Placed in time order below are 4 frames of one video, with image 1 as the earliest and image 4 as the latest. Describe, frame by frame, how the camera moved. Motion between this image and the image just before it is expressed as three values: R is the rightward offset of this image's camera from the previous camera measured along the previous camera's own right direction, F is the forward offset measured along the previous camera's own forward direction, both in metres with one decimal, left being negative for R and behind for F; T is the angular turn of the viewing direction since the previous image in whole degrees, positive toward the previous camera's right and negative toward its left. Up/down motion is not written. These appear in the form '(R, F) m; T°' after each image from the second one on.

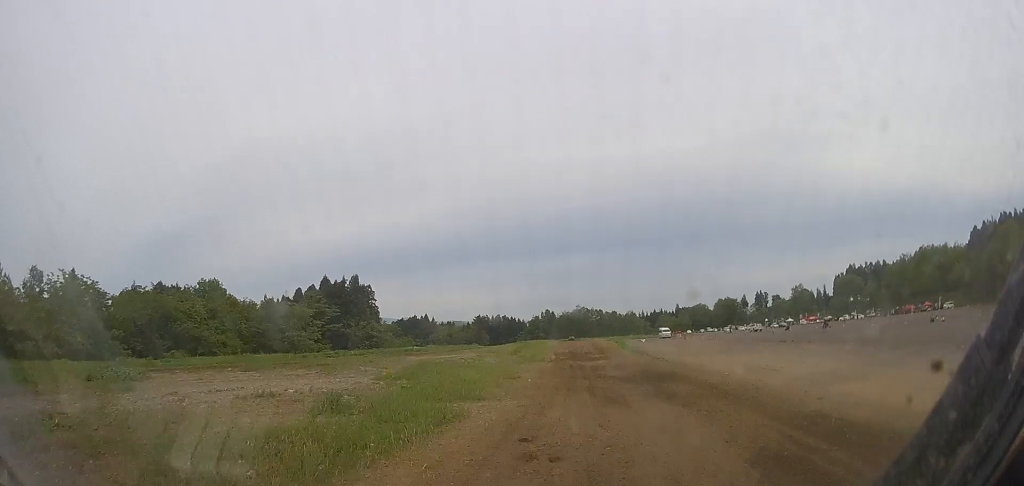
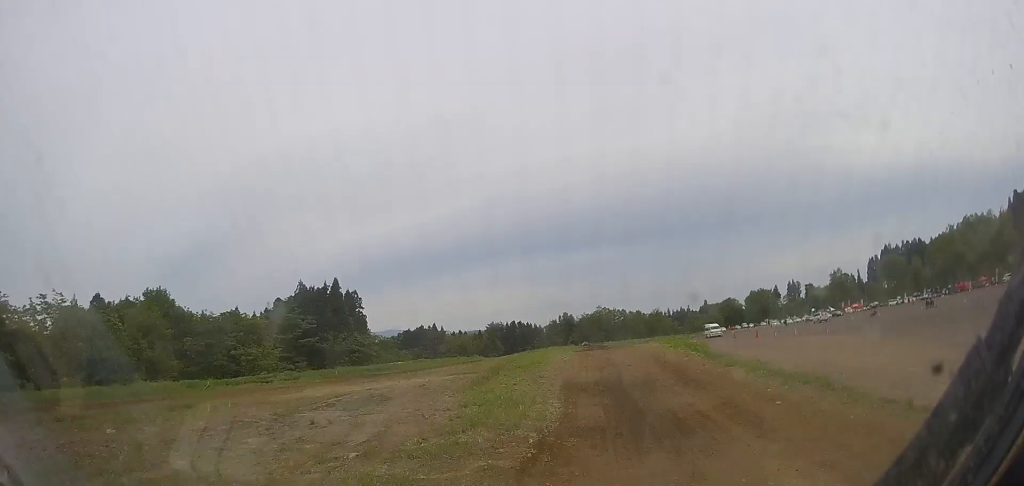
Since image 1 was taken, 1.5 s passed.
(0.0, +22.5) m; 0°
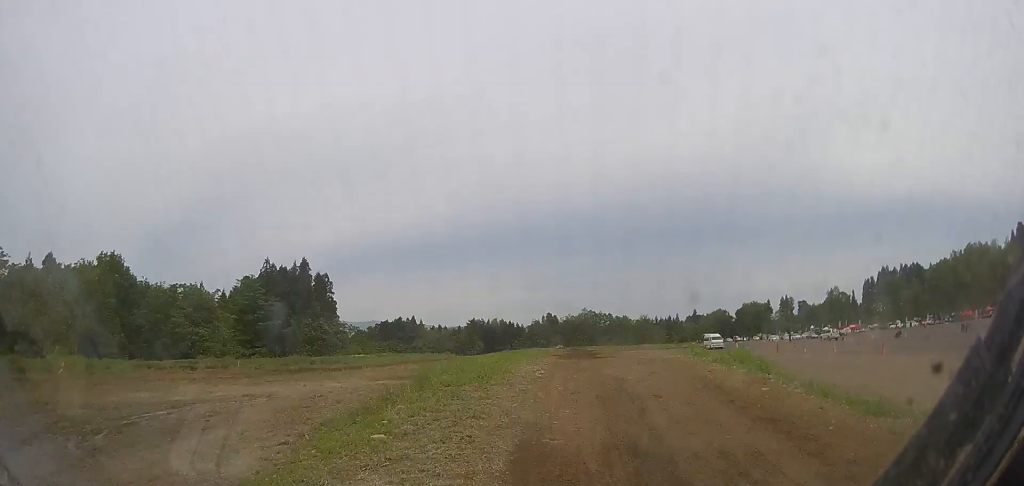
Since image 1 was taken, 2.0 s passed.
(0.0, +9.4) m; +2°
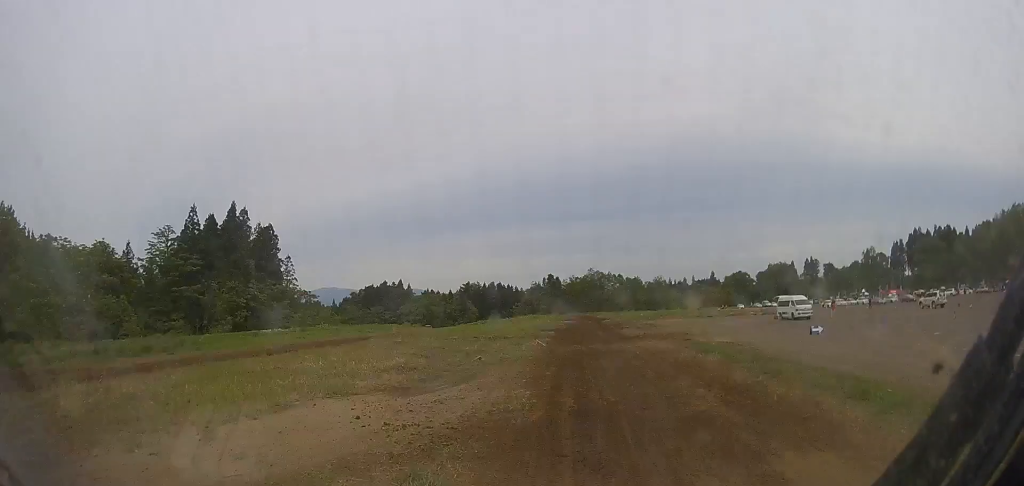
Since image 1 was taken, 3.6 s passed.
(+1.8, +26.1) m; +7°
